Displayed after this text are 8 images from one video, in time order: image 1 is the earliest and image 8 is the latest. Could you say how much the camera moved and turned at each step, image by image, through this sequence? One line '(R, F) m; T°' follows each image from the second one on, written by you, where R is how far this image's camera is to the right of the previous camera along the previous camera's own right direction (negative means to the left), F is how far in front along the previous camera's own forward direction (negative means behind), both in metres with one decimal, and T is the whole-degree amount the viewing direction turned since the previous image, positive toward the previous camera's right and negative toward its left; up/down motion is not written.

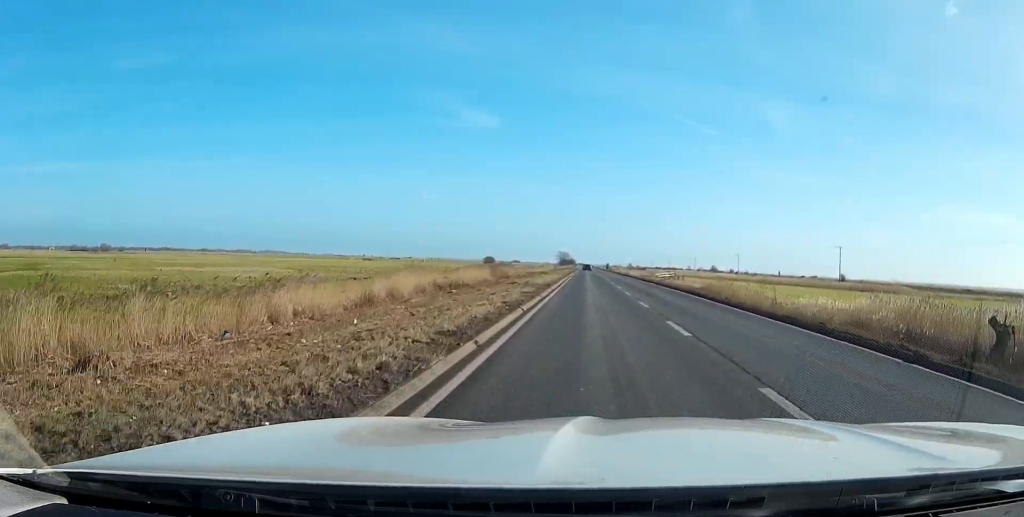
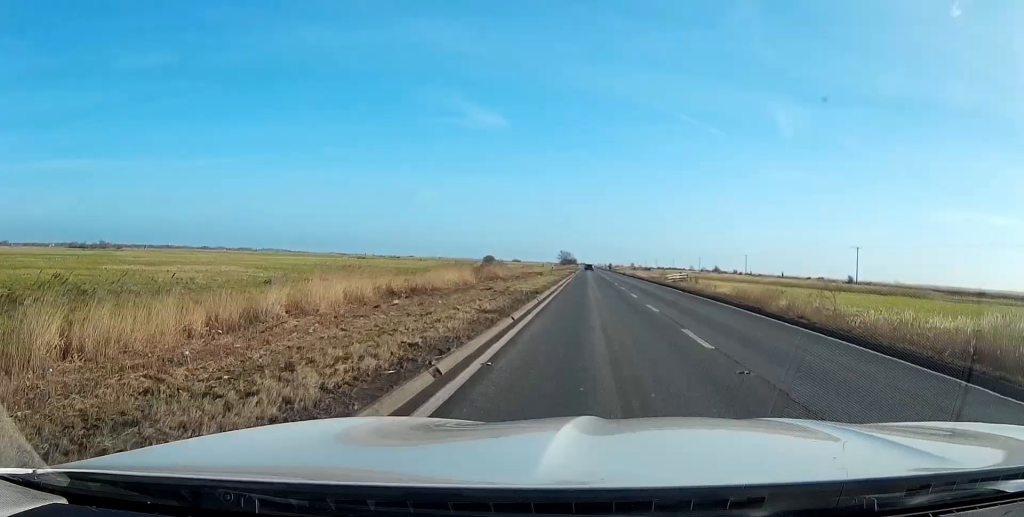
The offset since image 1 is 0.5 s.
(0.0, +11.0) m; 0°
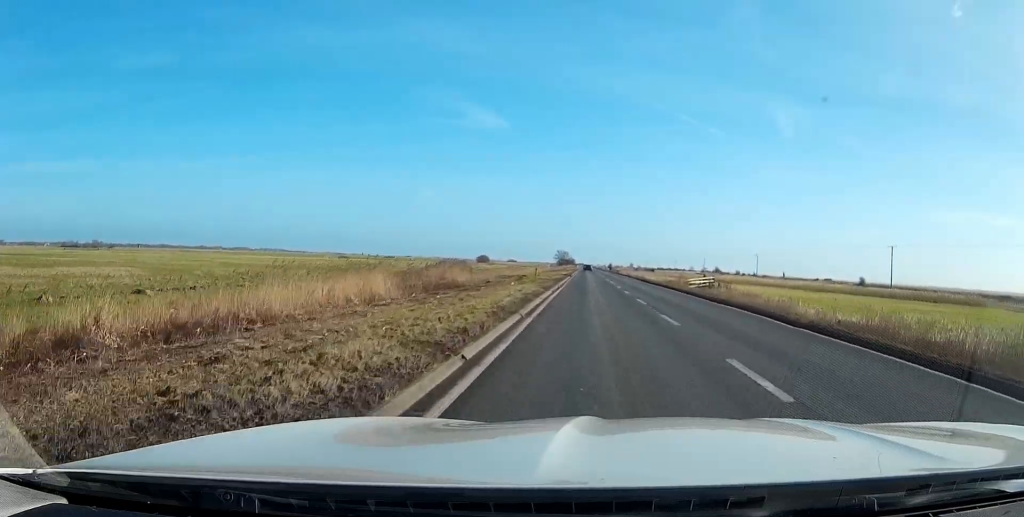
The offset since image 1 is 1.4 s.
(0.0, +22.0) m; 0°
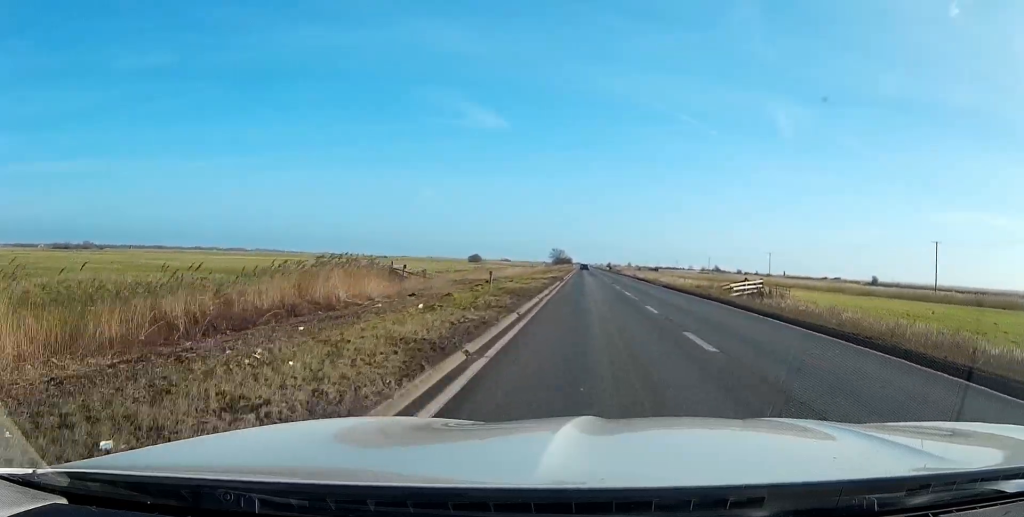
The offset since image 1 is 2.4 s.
(0.0, +22.8) m; 0°
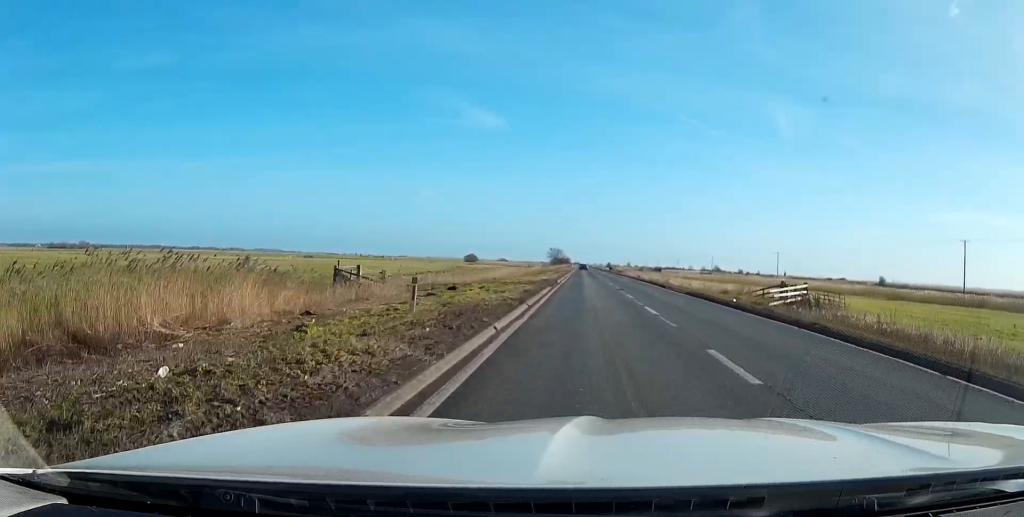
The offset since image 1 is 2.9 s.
(0.0, +11.8) m; 0°
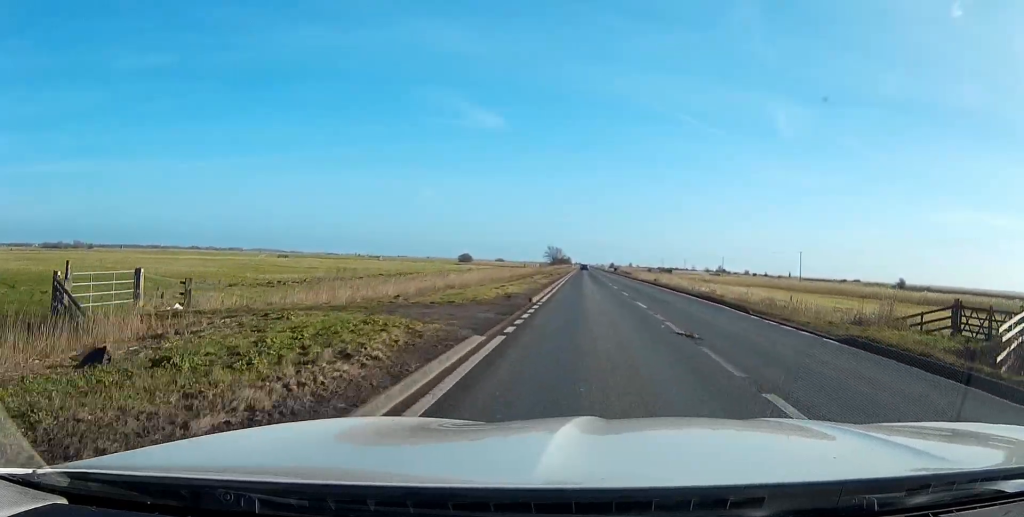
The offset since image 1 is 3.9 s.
(0.0, +24.3) m; 0°
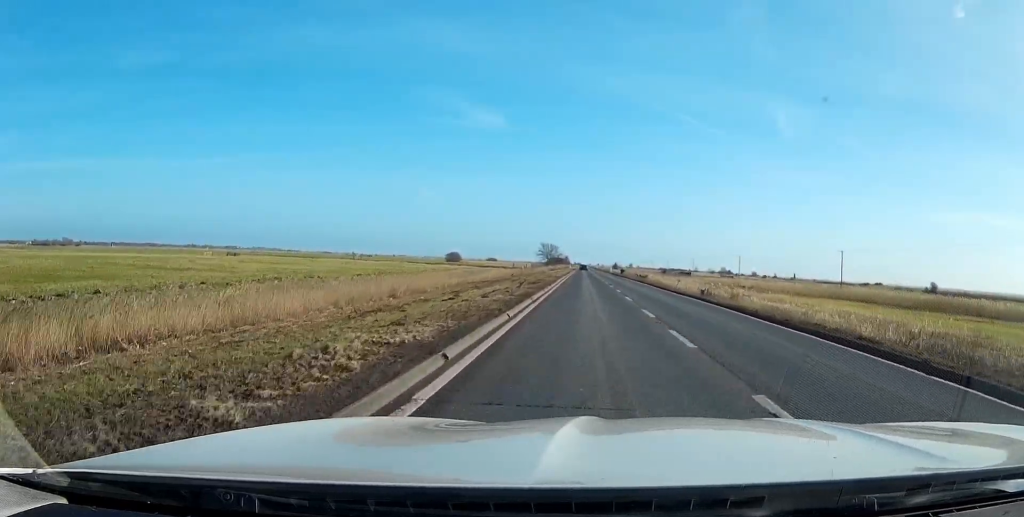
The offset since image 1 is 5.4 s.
(-0.1, +36.2) m; 0°
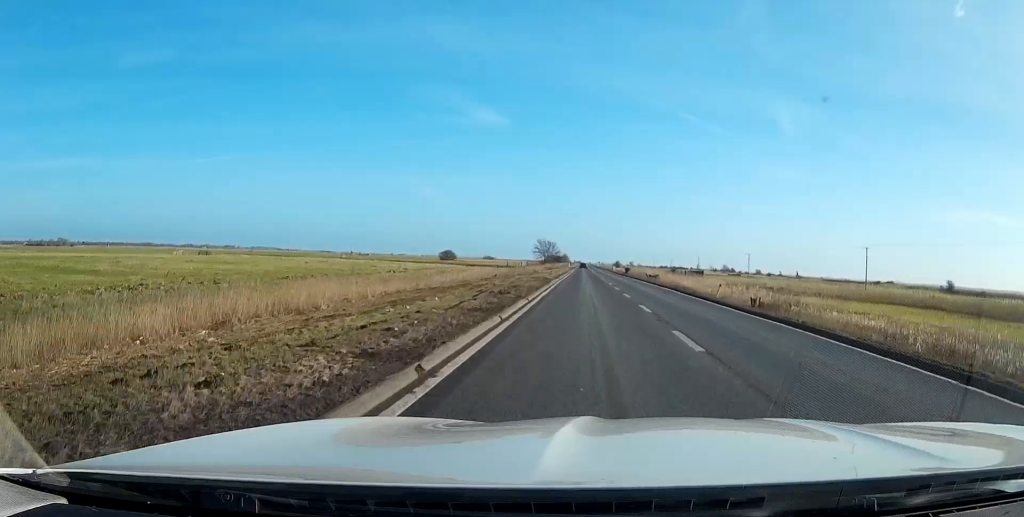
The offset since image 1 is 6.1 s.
(0.0, +16.6) m; 0°
